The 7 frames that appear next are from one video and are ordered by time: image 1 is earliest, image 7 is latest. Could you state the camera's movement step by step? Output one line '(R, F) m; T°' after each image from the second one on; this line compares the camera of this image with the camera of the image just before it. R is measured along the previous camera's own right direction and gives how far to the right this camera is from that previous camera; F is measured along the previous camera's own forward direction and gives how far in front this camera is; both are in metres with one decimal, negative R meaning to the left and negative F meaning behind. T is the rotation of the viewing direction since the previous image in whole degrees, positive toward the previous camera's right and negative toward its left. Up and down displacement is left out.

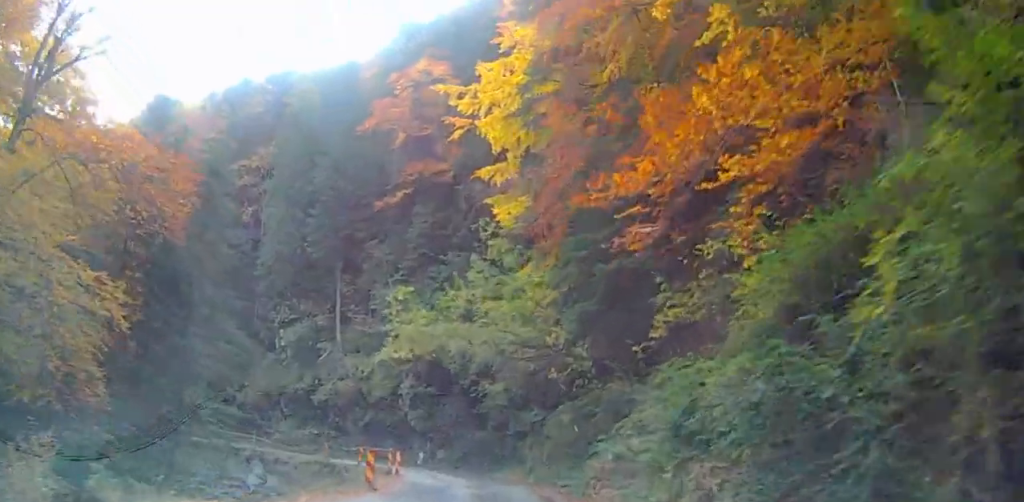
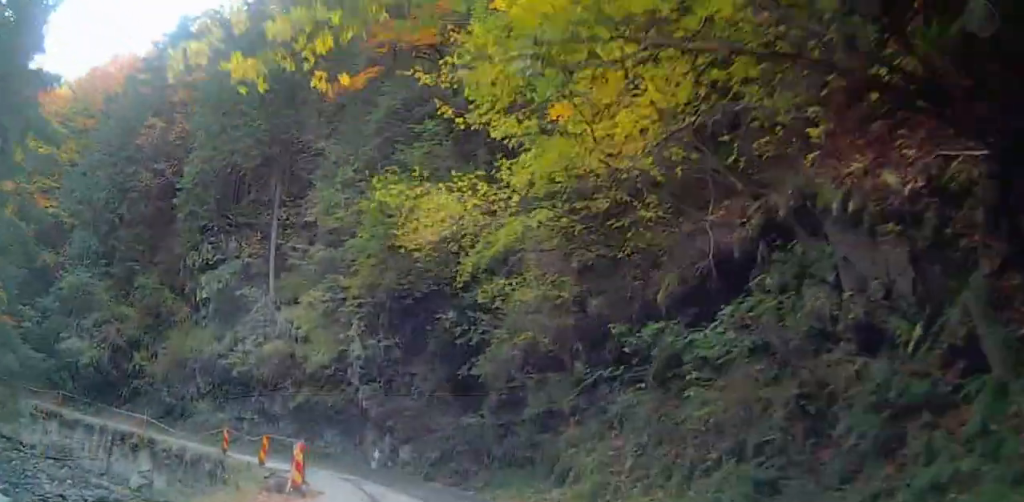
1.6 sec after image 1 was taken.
(-0.7, +17.9) m; +13°
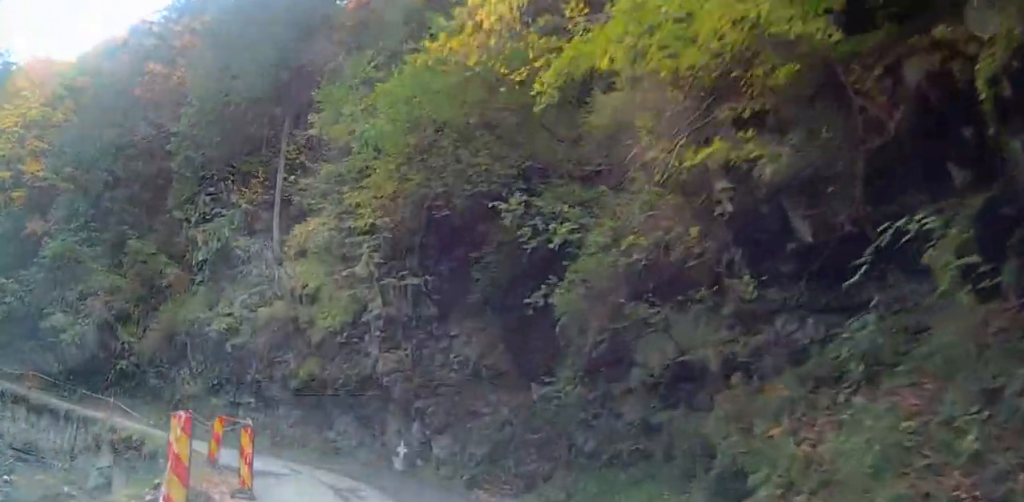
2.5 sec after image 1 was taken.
(+1.1, +10.0) m; -1°
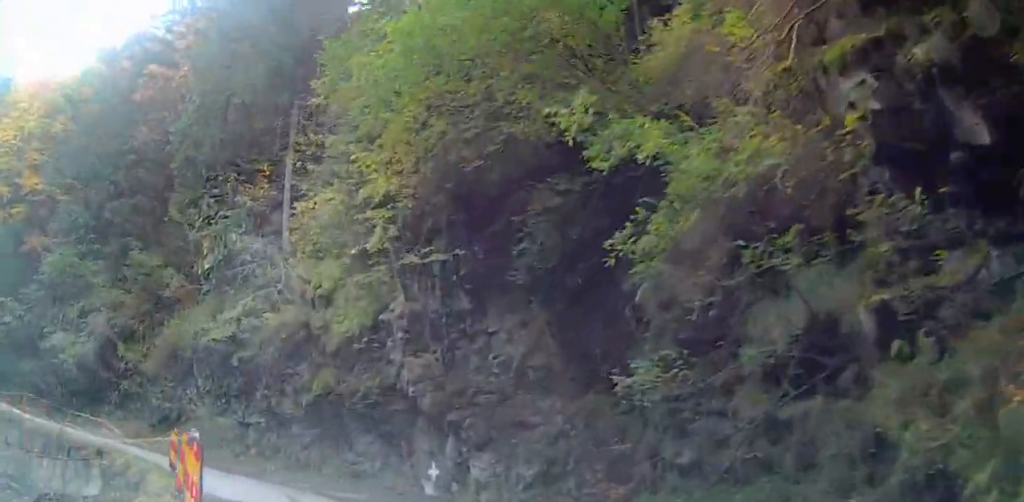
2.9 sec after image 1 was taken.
(-0.1, +4.5) m; -7°
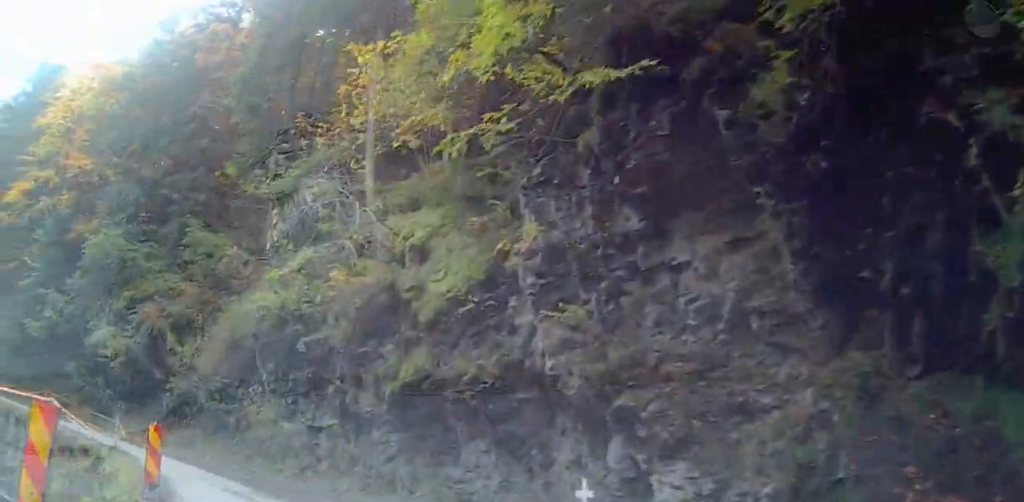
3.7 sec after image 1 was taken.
(-1.1, +7.8) m; -14°
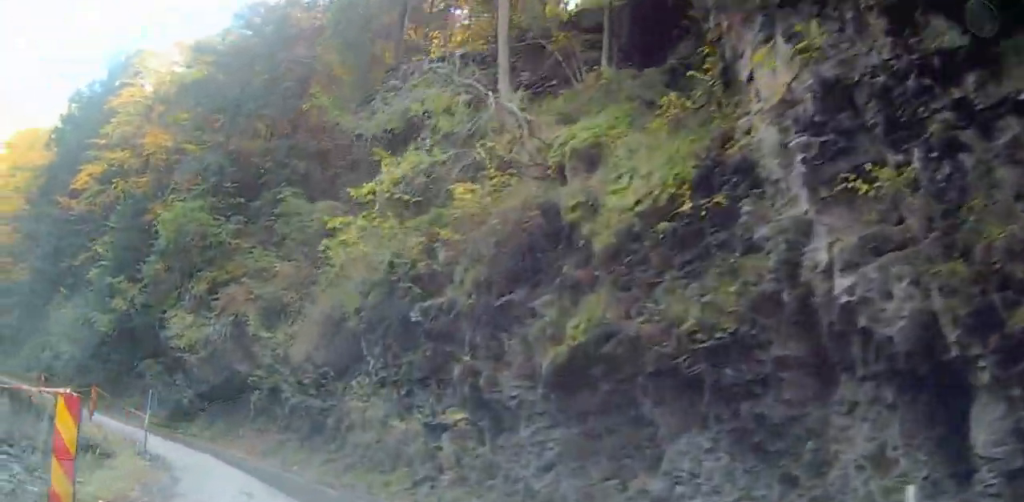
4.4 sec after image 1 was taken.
(-0.7, +6.7) m; -7°
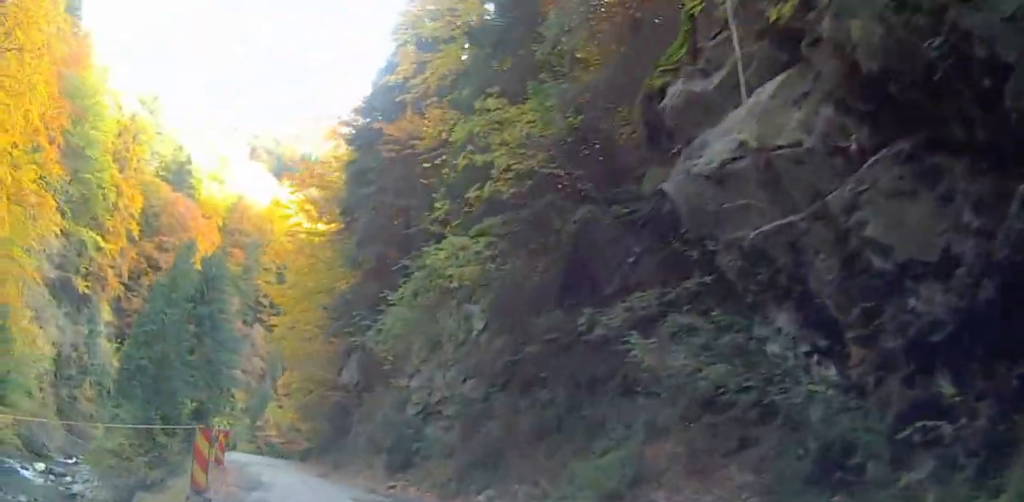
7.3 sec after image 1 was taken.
(-1.5, +25.1) m; -16°
